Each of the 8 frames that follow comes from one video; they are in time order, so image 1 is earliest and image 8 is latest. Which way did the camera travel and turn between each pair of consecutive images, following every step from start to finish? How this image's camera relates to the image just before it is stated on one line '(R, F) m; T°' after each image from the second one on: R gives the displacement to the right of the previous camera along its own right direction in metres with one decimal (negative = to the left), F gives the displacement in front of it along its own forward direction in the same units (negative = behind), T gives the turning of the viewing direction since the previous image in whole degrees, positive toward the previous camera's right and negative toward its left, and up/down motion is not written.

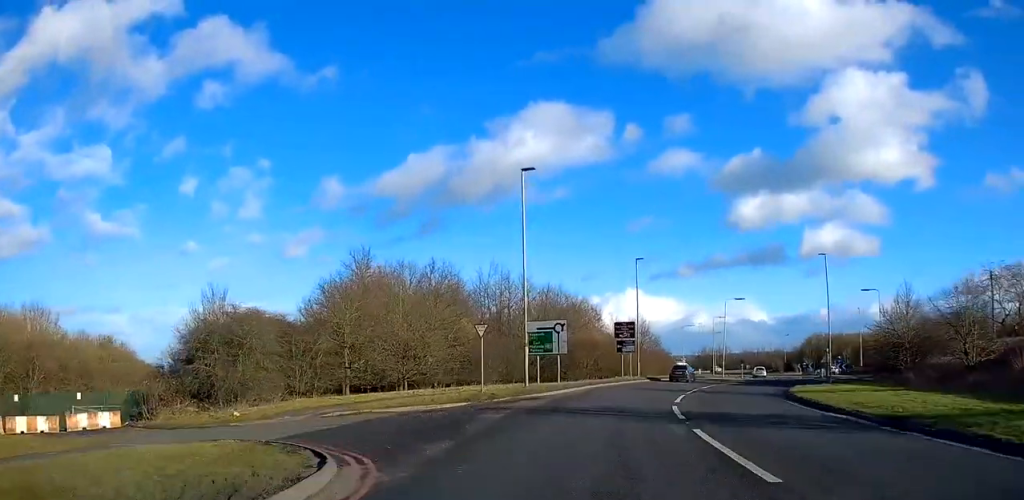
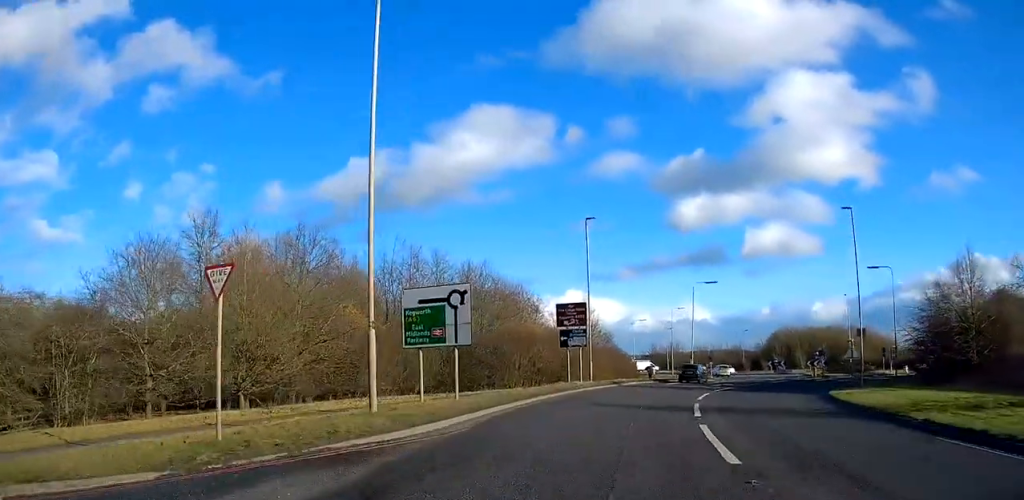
(+0.6, +16.3) m; +5°
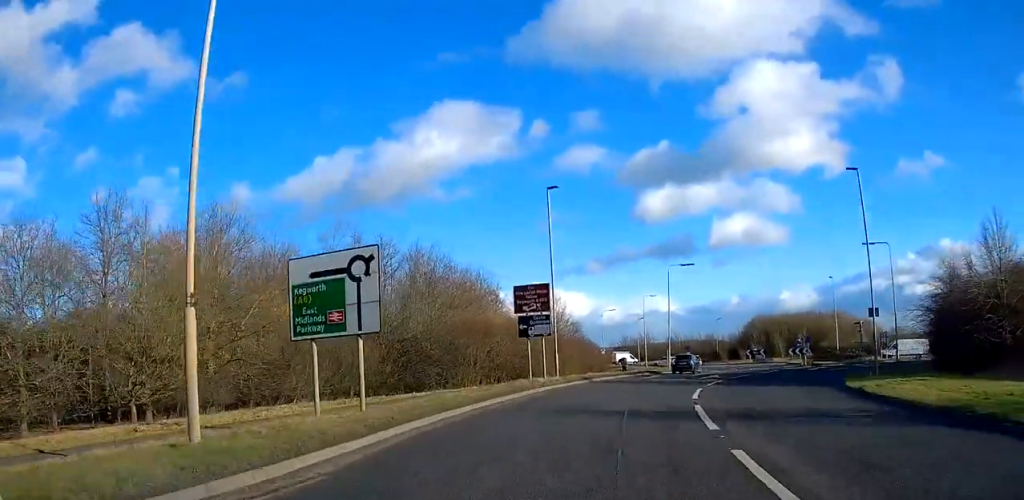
(+0.2, +6.0) m; +2°
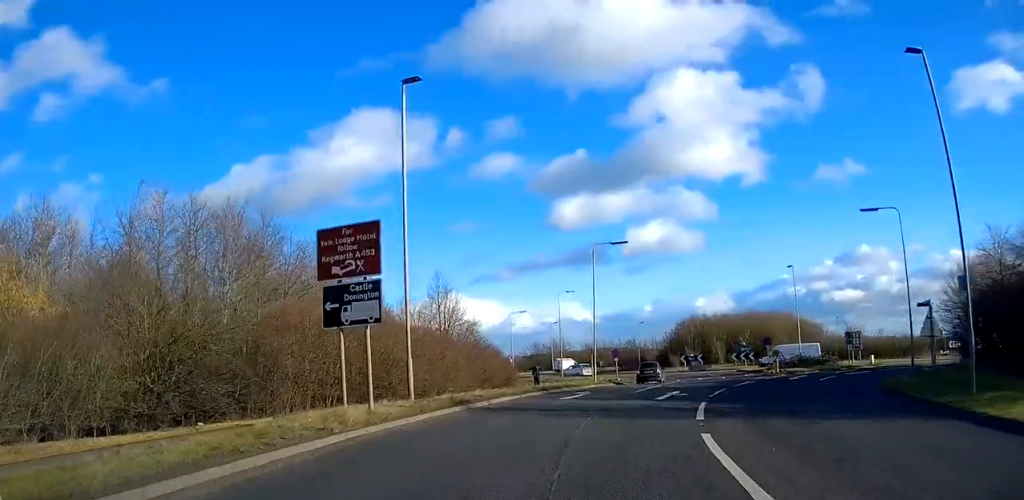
(+0.3, +15.1) m; +6°
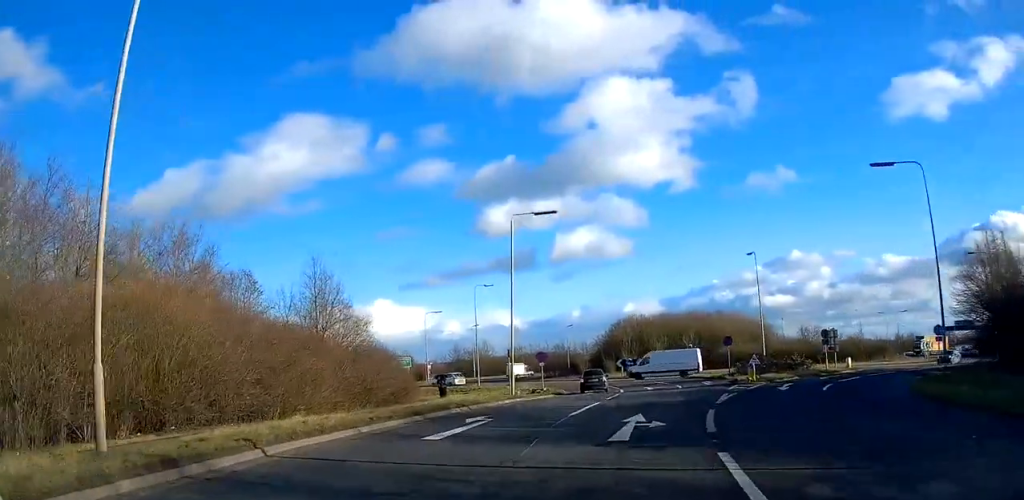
(+0.9, +10.7) m; +9°
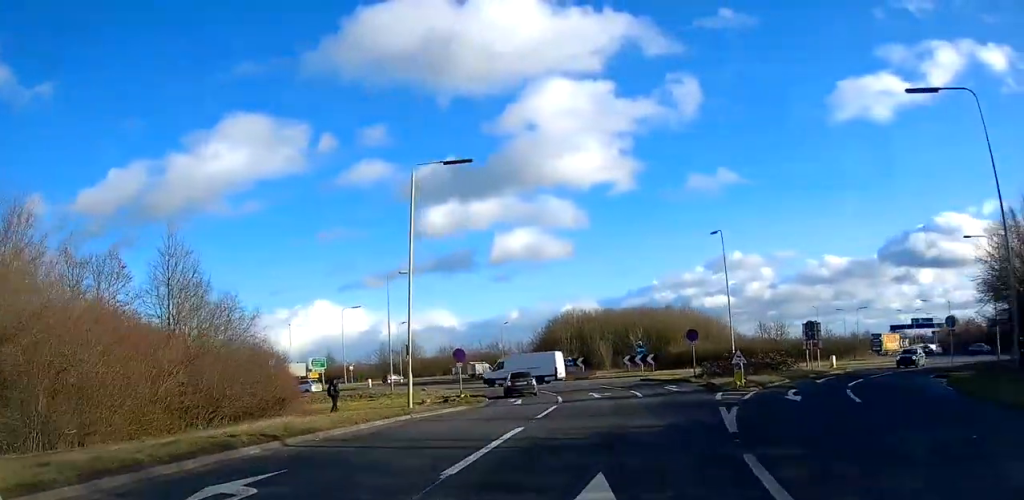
(+0.8, +9.2) m; +6°
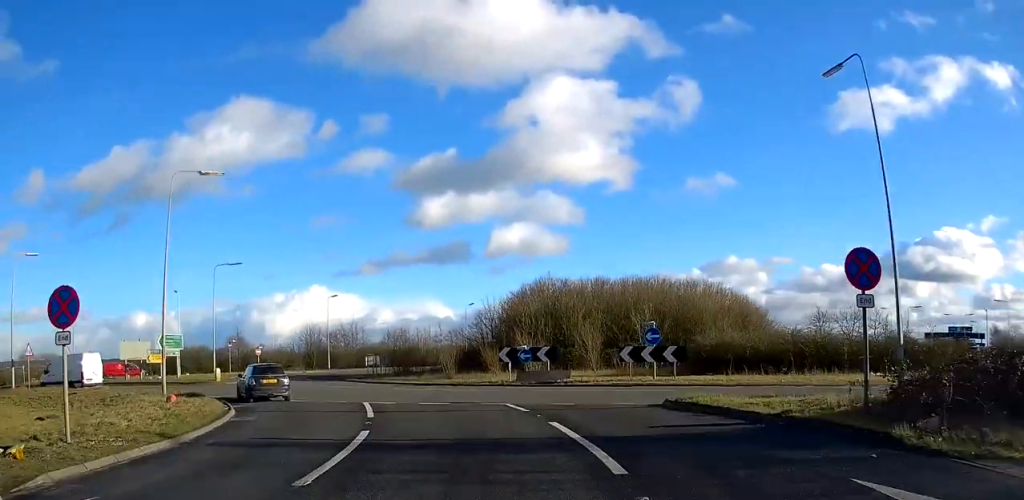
(+1.3, +27.9) m; 0°
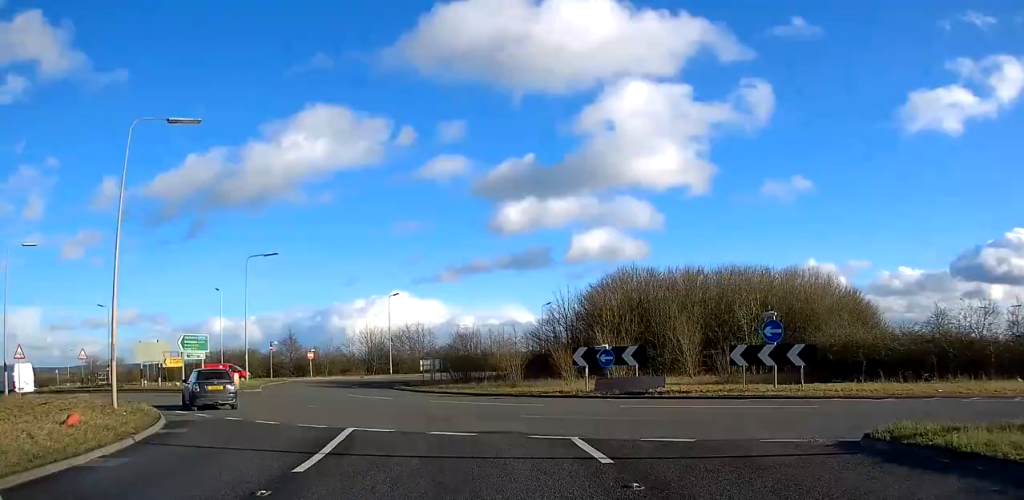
(-0.7, +8.5) m; -10°
